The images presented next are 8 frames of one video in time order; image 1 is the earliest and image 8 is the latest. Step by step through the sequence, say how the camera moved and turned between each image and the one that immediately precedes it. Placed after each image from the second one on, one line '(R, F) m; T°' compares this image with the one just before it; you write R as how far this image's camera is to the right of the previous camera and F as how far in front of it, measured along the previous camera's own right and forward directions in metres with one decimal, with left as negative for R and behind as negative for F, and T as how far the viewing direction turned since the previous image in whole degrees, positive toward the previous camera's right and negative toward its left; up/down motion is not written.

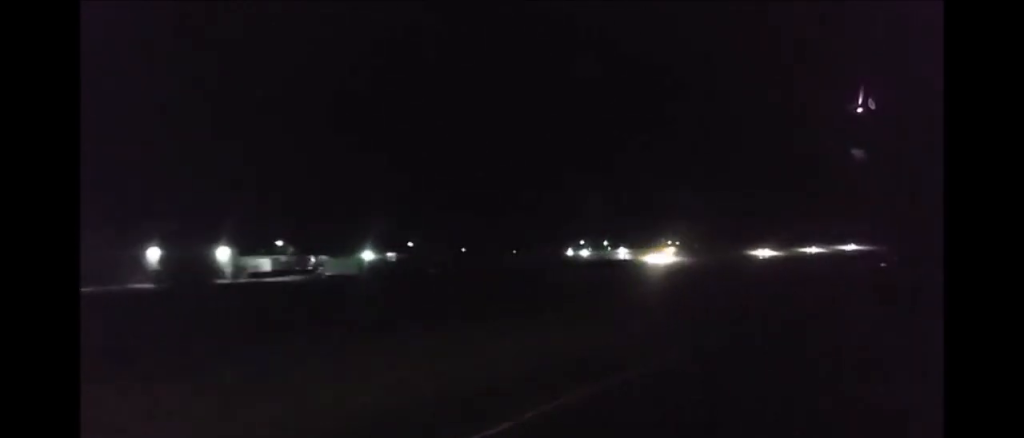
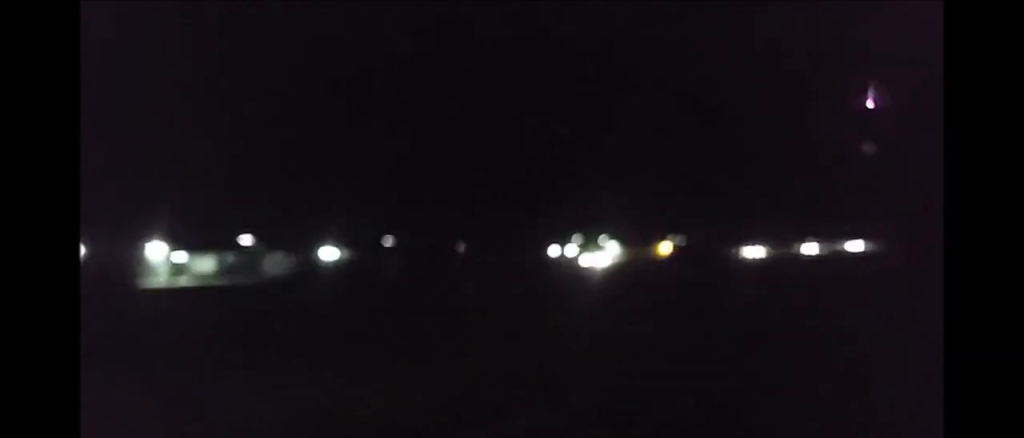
(0.0, +11.2) m; 0°
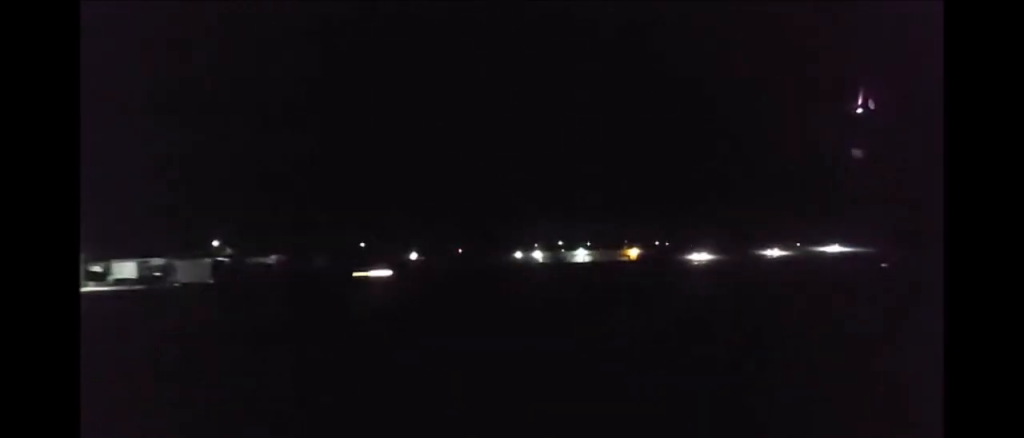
(0.0, +16.4) m; 0°
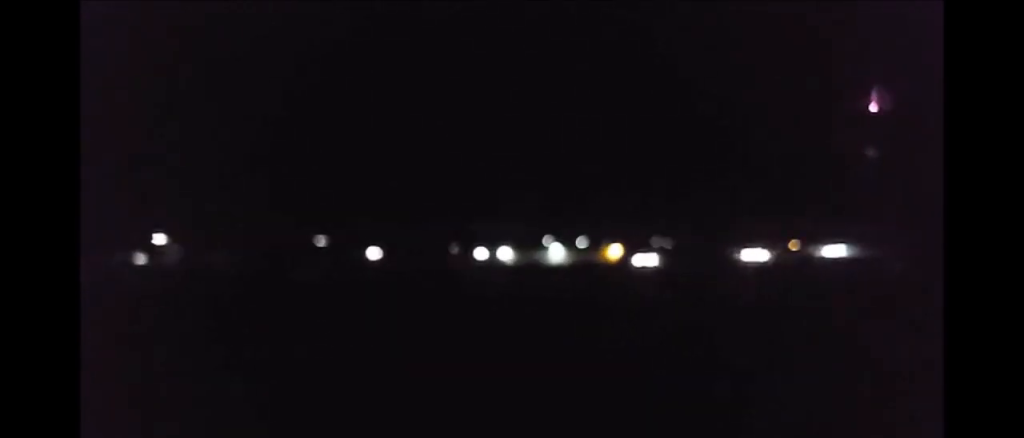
(0.0, +14.8) m; 0°
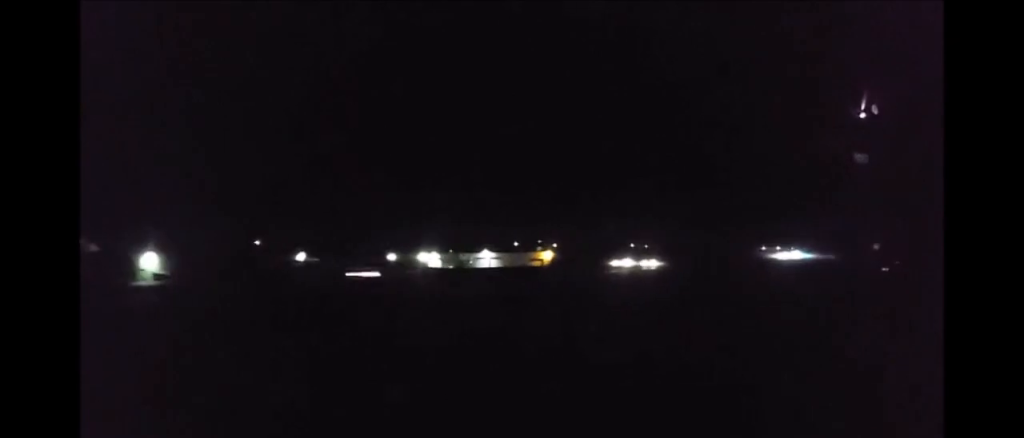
(0.0, +28.1) m; -1°
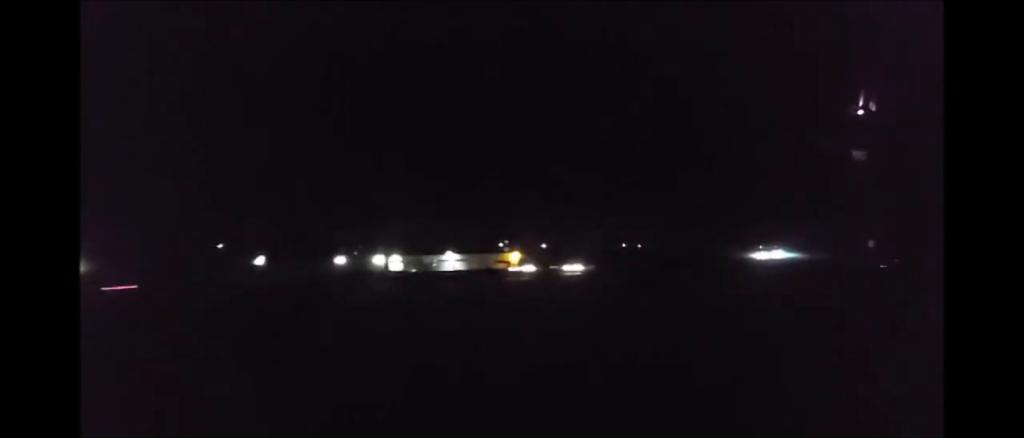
(+0.1, +11.4) m; -1°
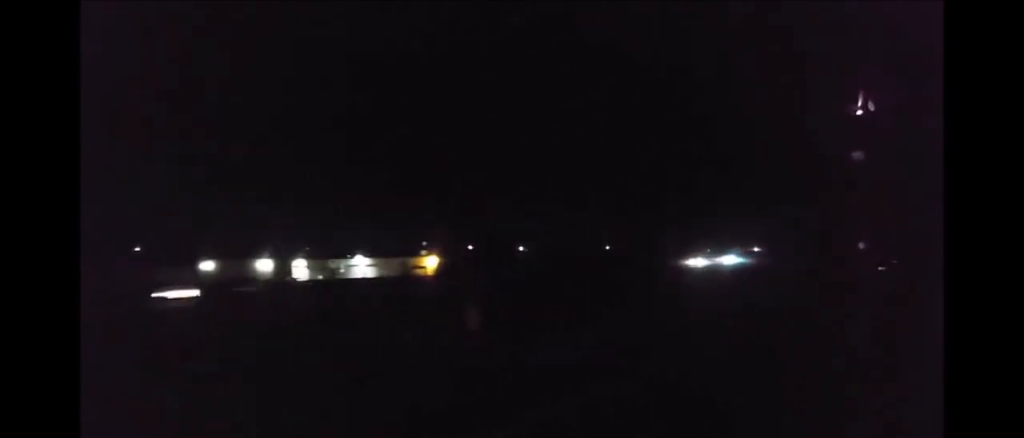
(-0.5, +22.9) m; 0°
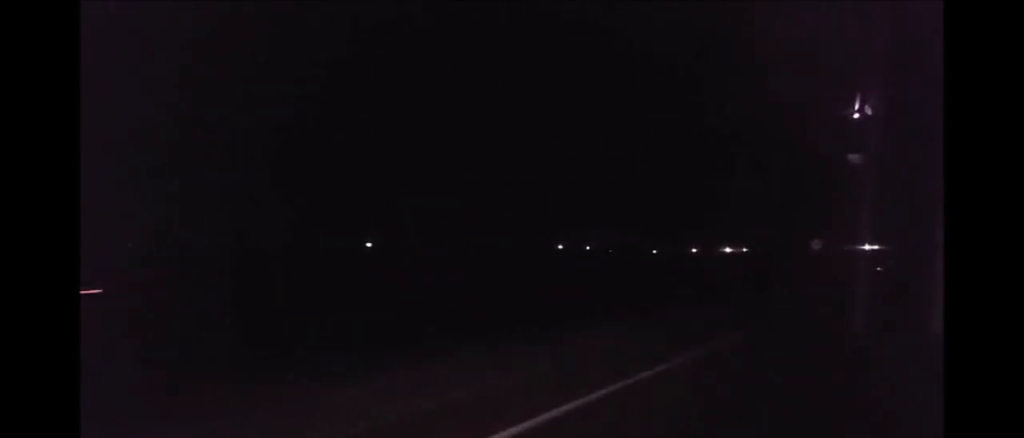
(+1.1, +59.7) m; +1°
